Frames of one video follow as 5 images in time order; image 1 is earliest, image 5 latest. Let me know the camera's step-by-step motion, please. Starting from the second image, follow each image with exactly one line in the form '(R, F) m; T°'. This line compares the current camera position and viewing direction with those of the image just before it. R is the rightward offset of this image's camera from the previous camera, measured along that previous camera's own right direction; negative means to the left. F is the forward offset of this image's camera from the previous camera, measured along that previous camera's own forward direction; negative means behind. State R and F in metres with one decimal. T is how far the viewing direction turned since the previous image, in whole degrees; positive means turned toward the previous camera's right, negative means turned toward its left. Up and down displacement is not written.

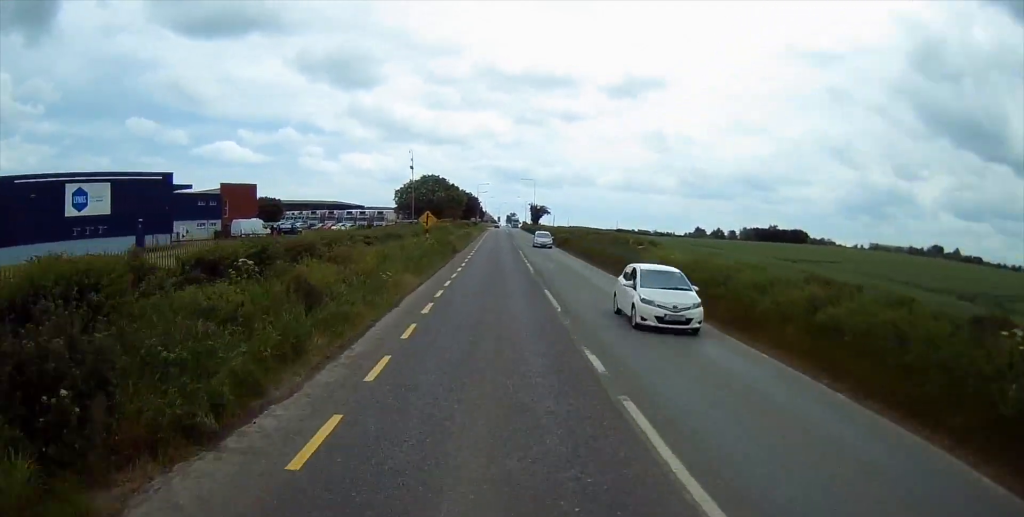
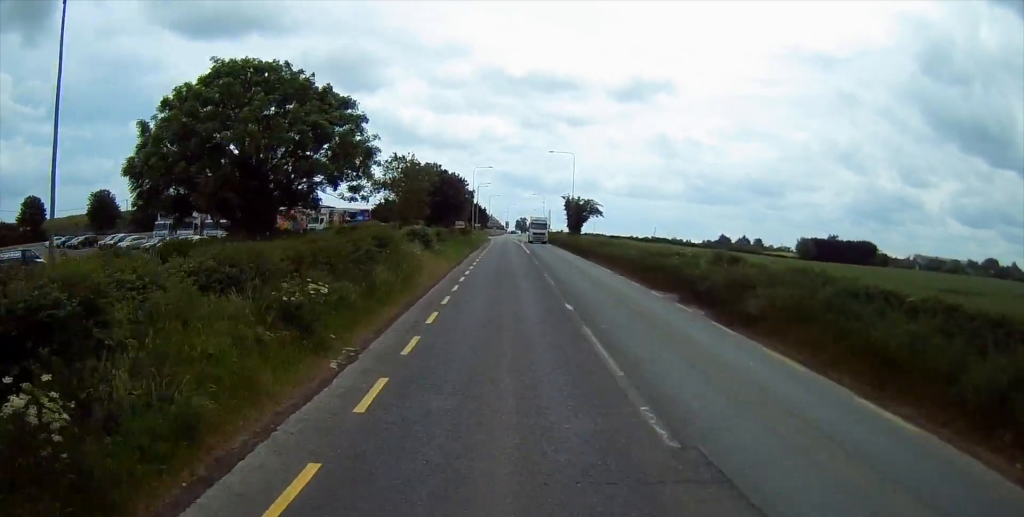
(+0.1, +68.0) m; -1°
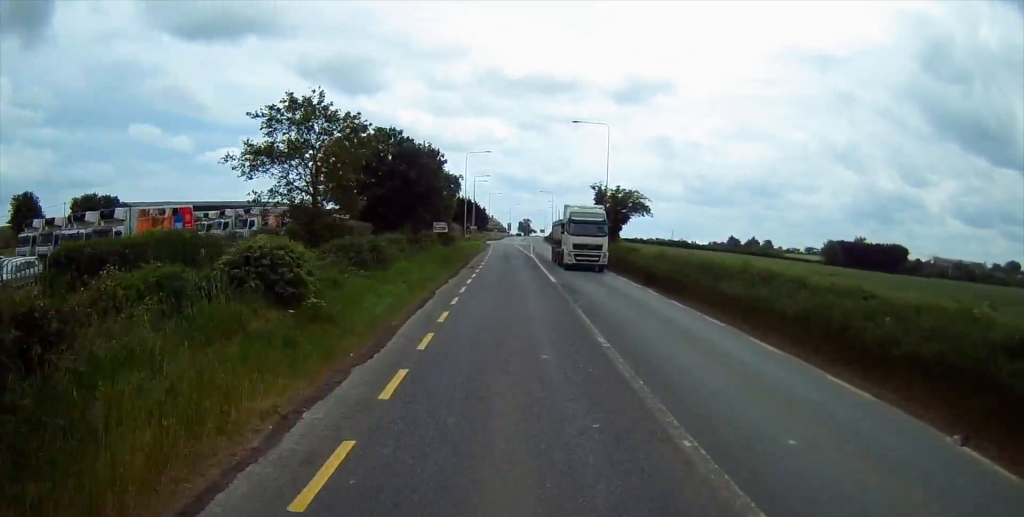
(+0.2, +26.5) m; +1°
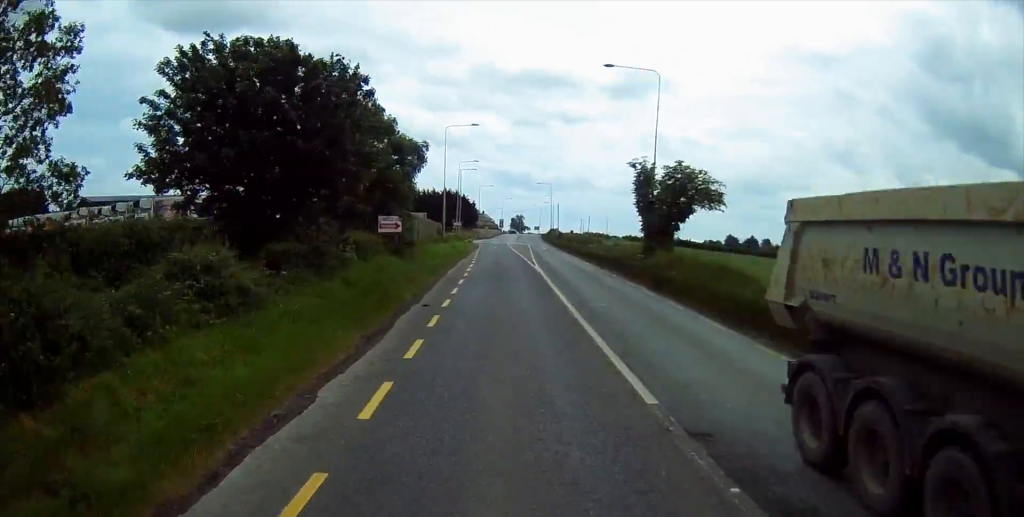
(0.0, +20.7) m; 0°
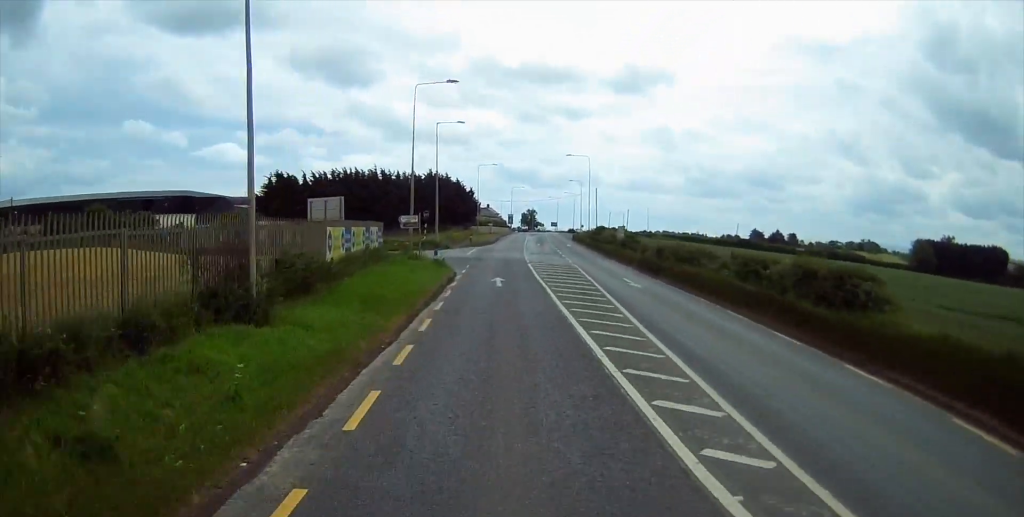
(-0.4, +50.7) m; -1°
